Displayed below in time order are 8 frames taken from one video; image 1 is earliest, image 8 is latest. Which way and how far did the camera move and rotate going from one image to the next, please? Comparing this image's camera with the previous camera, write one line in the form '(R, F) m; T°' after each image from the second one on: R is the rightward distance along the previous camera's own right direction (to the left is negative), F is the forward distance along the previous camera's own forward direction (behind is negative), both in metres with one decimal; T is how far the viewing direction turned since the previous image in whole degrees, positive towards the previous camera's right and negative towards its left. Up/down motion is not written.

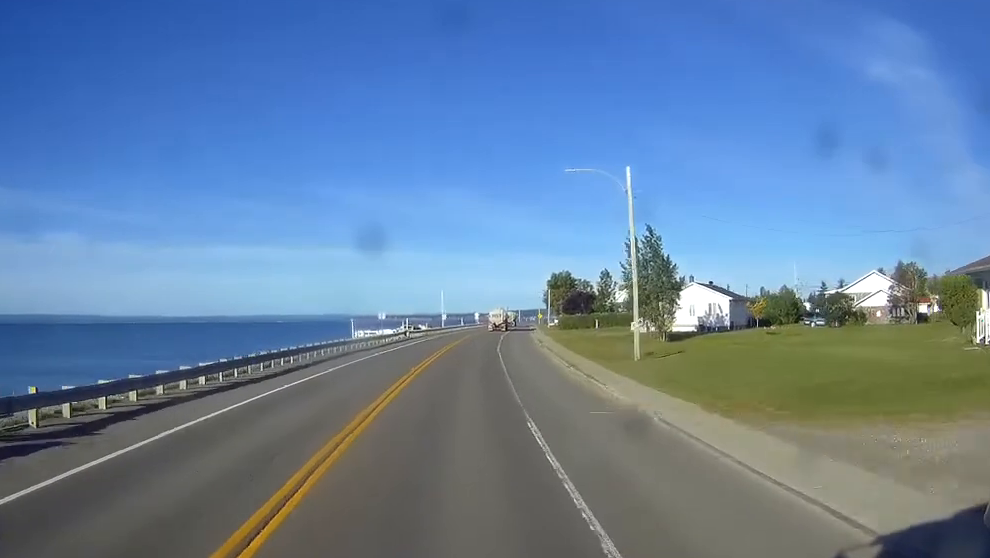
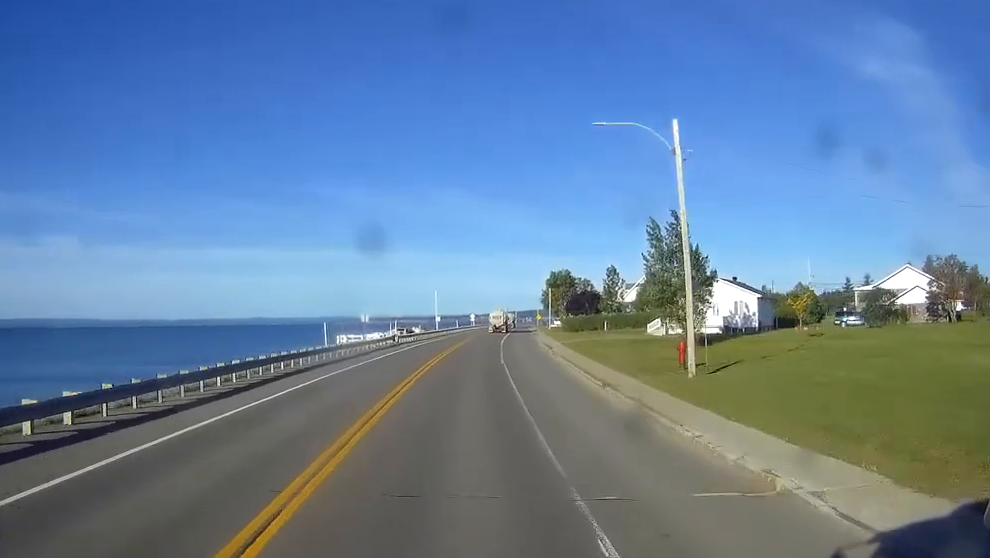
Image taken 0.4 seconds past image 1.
(0.0, +9.8) m; 0°
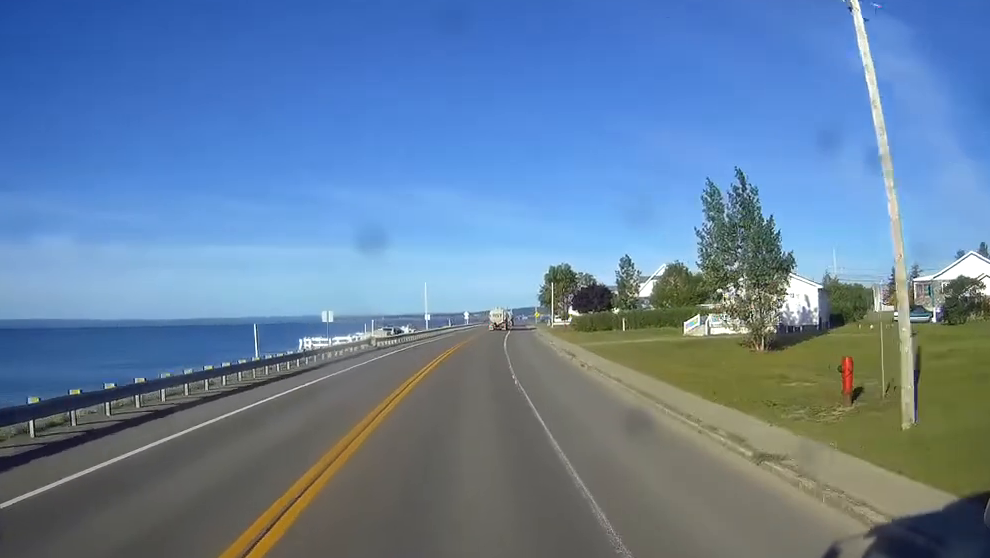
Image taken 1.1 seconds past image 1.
(+0.1, +15.2) m; 0°
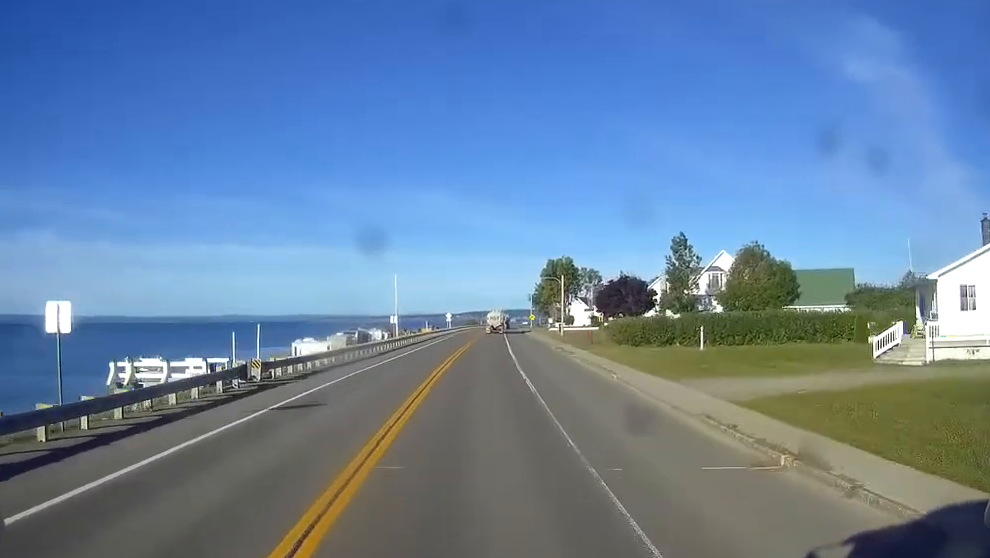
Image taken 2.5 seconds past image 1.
(+0.2, +32.6) m; +1°
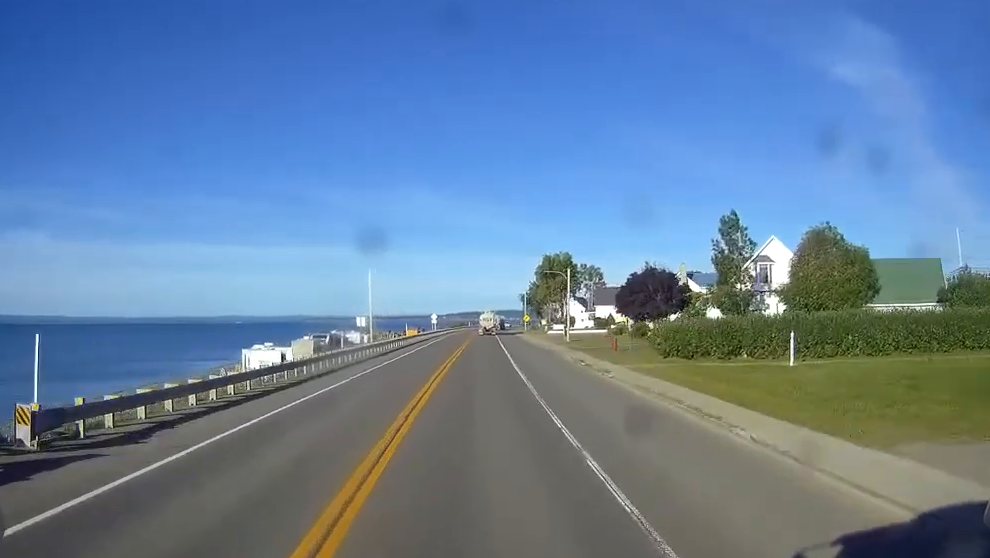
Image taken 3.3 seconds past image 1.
(+0.1, +16.7) m; +1°
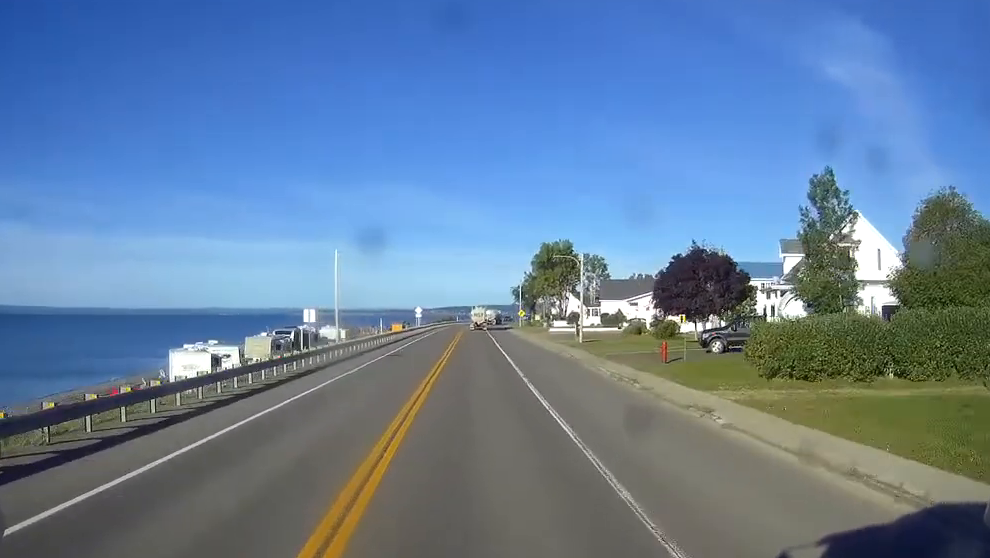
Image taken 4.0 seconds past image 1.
(+0.2, +16.7) m; +1°
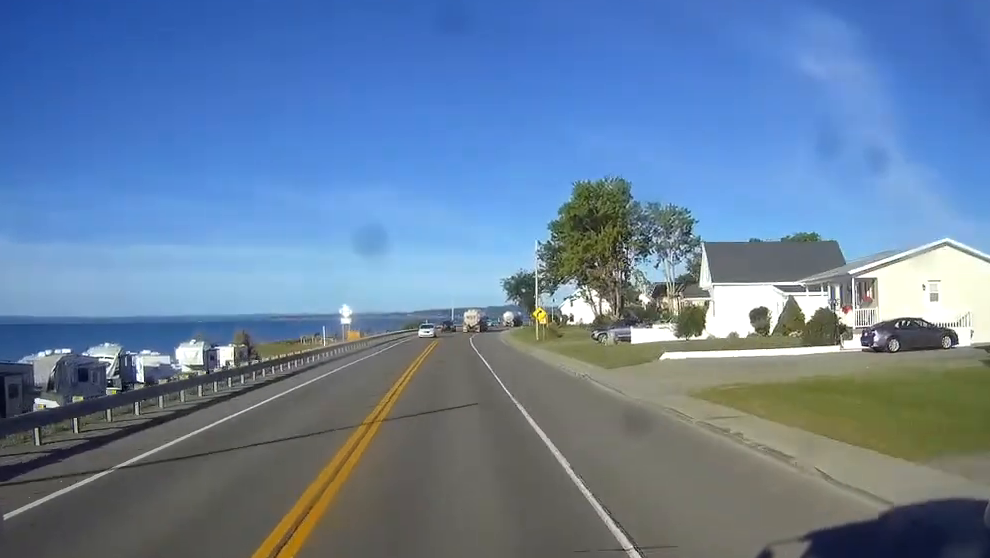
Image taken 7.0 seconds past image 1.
(+2.2, +67.4) m; +3°
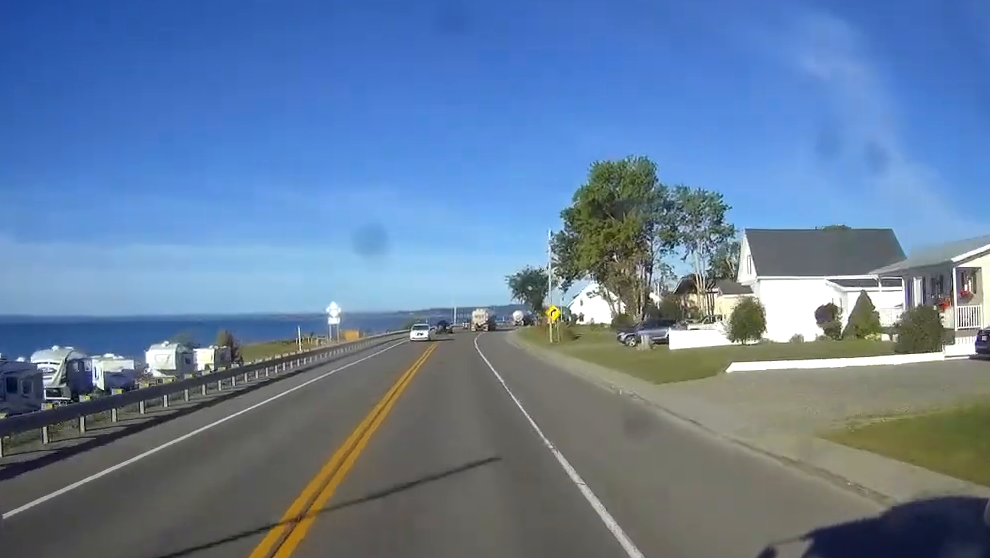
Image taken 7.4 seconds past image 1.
(0.0, +9.1) m; 0°
